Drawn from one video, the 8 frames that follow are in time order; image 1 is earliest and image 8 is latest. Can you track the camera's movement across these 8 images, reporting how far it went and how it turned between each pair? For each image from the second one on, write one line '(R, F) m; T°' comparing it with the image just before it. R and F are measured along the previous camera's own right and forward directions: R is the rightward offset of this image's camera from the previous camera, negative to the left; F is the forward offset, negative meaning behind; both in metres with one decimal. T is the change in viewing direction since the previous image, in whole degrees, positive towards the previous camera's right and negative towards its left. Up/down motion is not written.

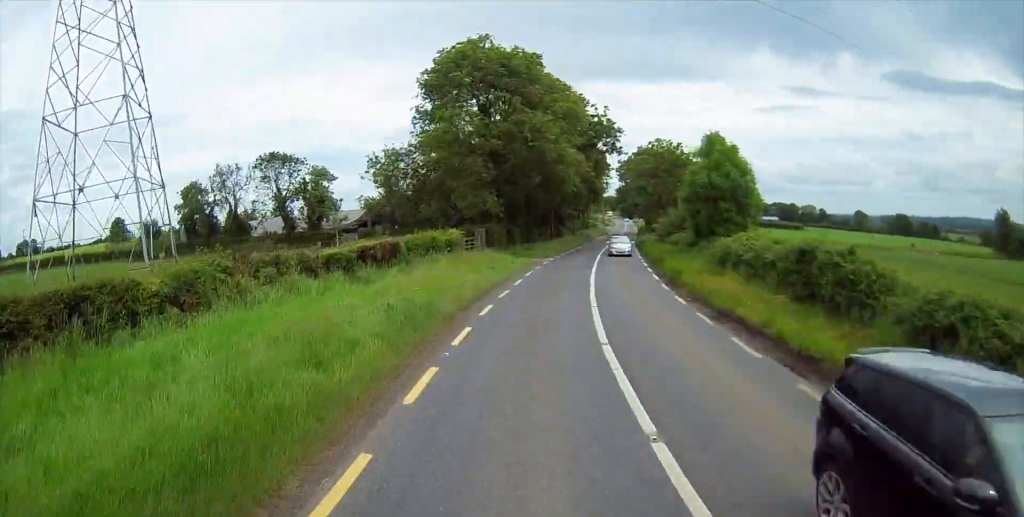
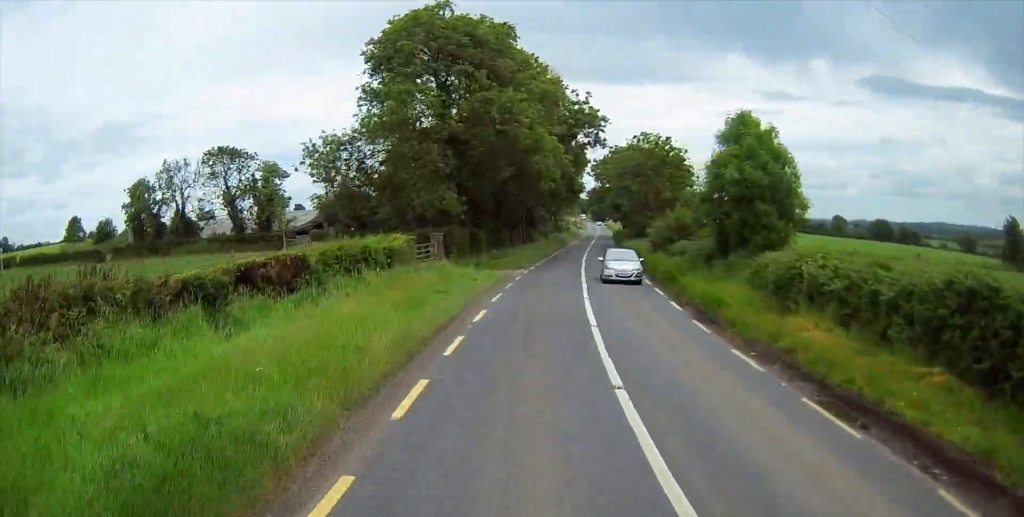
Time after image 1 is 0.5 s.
(-0.3, +8.7) m; +7°
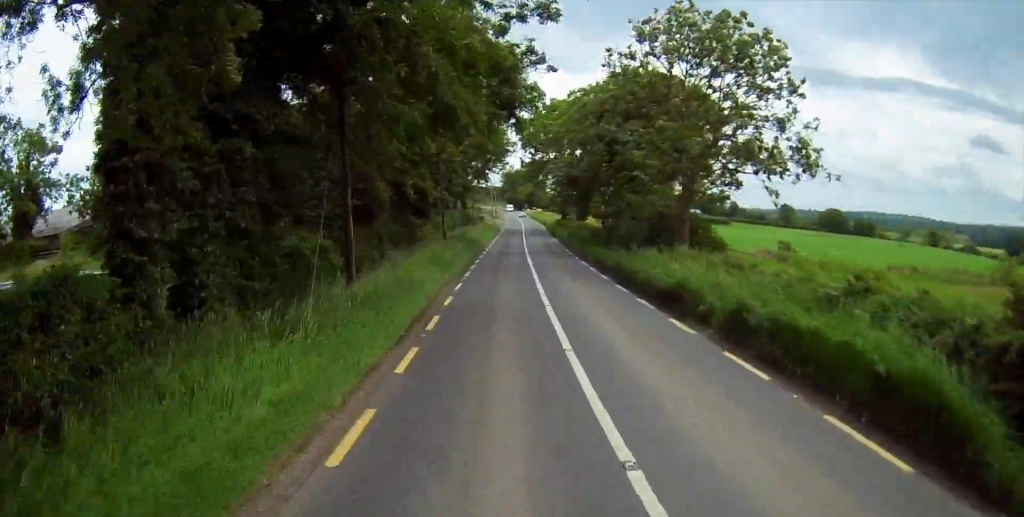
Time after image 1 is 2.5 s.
(-5.2, +37.9) m; -20°
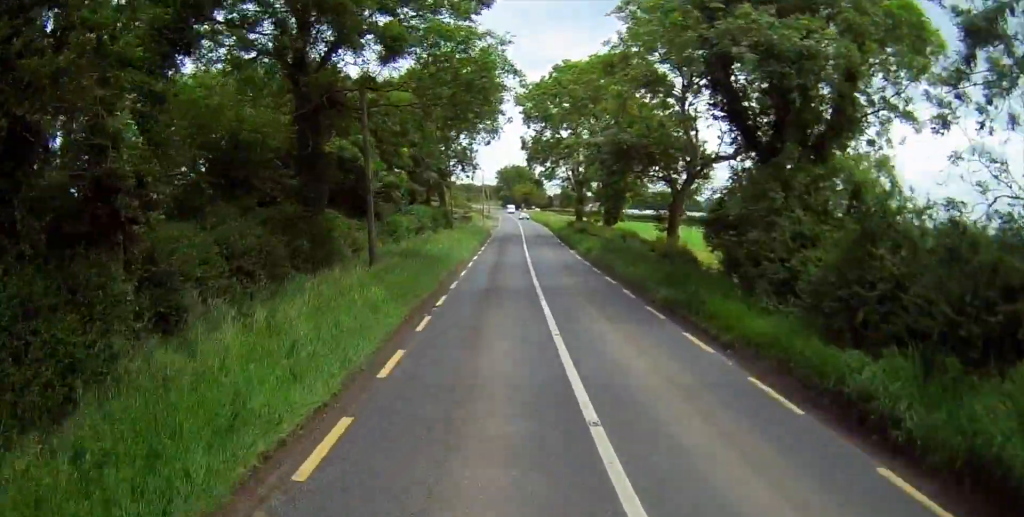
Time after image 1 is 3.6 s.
(+1.9, +22.1) m; +7°
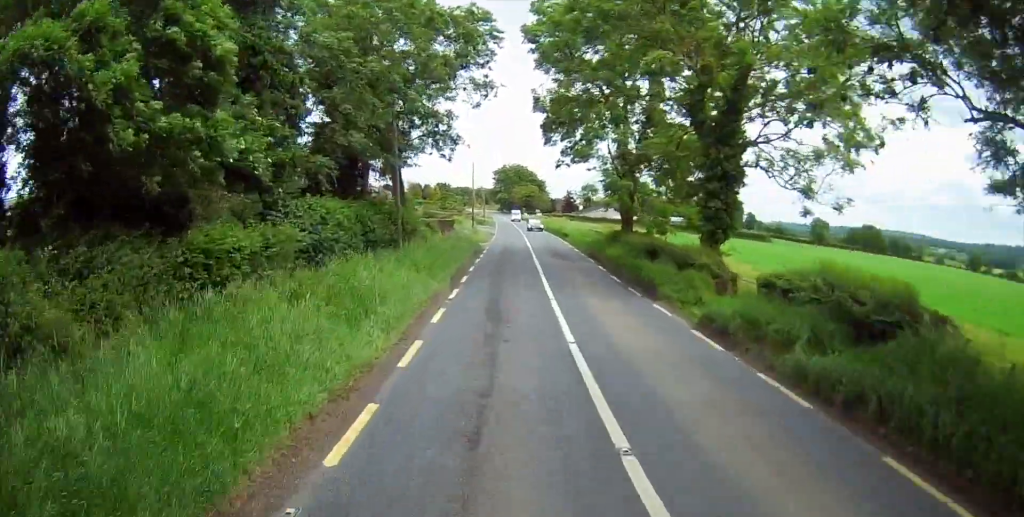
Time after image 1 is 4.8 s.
(+0.9, +24.2) m; +3°
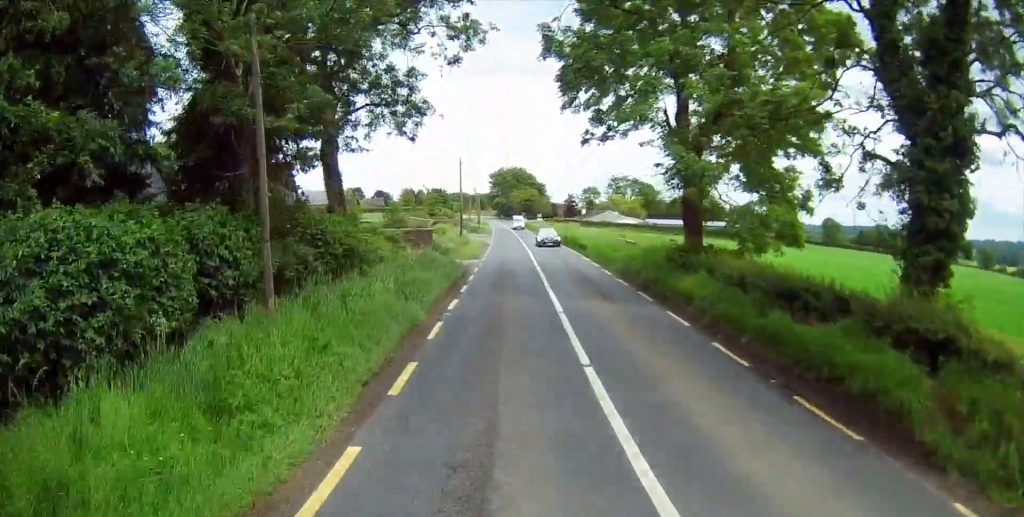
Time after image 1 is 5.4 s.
(0.0, +13.4) m; +1°
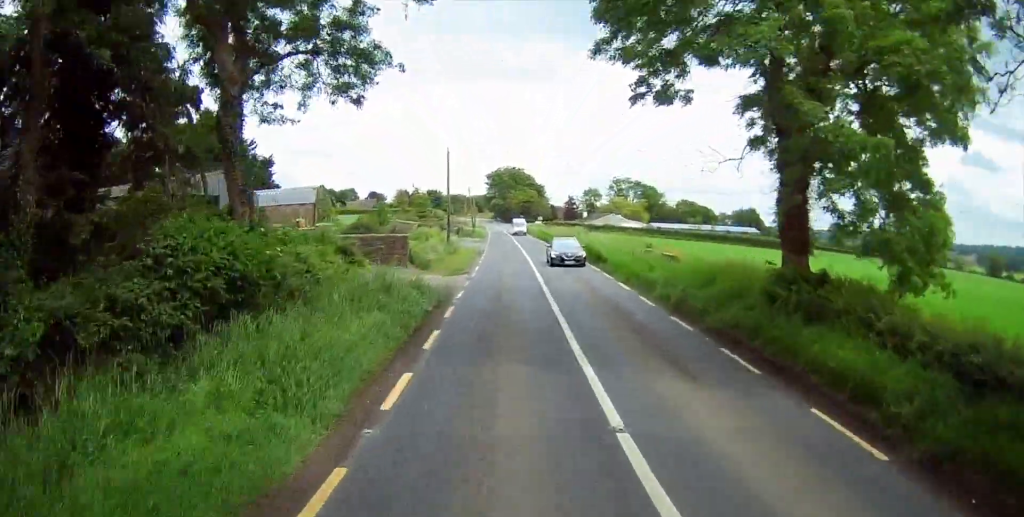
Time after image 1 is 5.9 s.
(+0.3, +8.7) m; +1°
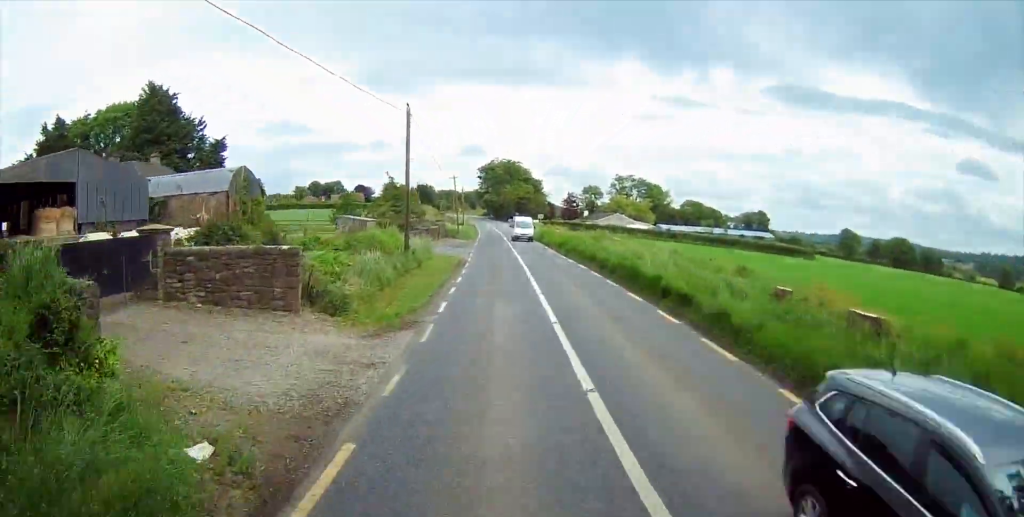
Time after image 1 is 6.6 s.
(+0.2, +15.4) m; +1°
